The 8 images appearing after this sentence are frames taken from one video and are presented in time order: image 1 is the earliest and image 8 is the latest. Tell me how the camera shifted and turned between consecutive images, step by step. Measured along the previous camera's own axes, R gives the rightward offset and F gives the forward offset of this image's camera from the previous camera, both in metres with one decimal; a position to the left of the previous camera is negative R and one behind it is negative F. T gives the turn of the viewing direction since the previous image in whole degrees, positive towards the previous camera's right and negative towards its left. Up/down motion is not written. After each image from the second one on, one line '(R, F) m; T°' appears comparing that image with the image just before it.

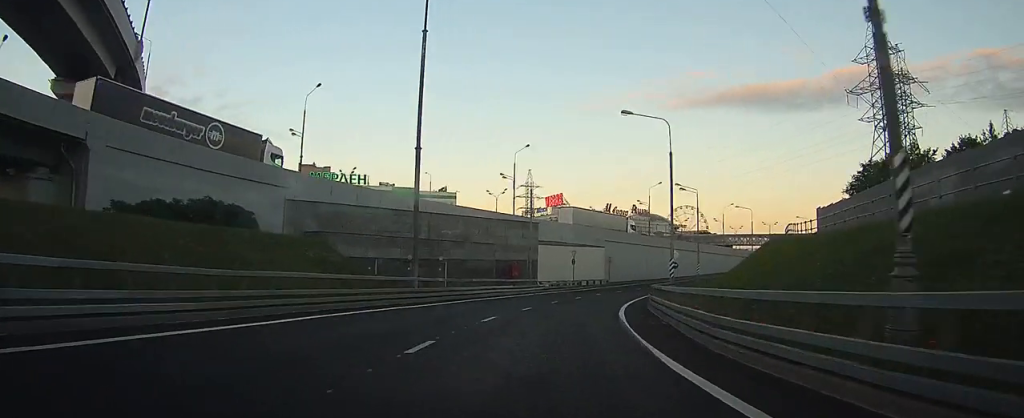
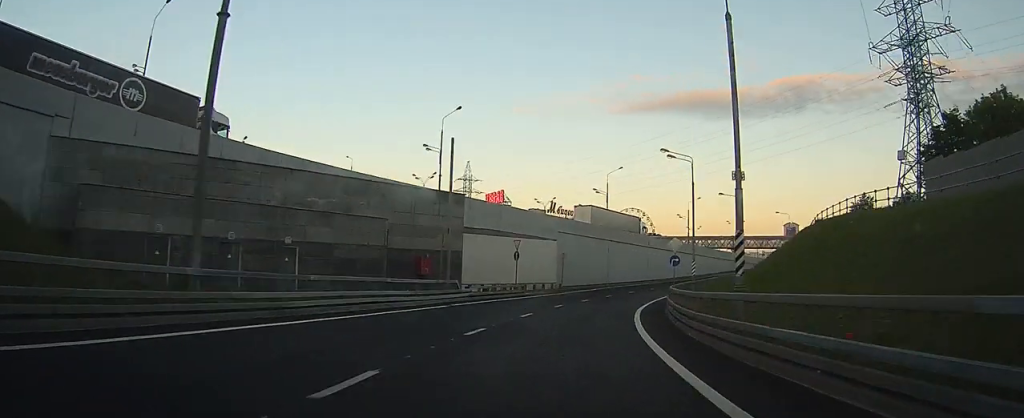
(+0.5, +19.2) m; +3°
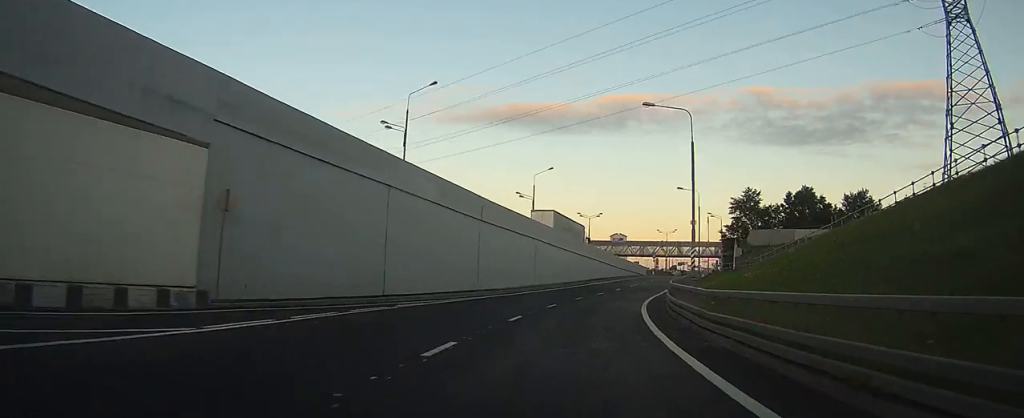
(+4.1, +42.7) m; +14°
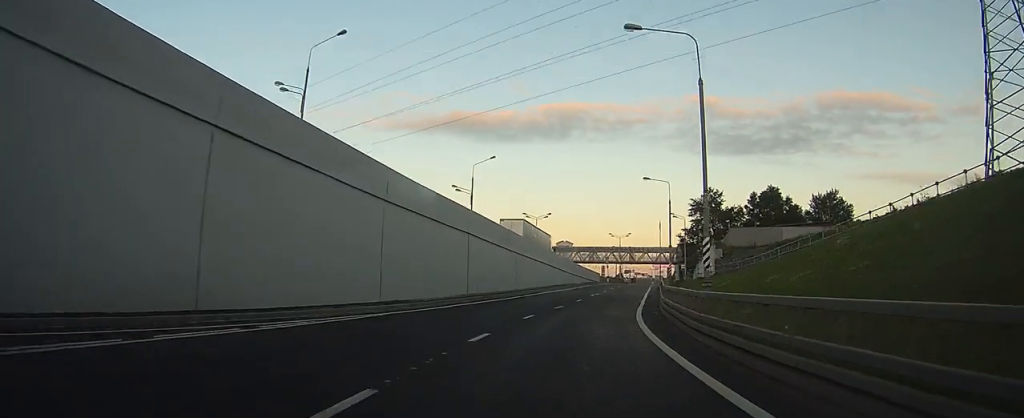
(+0.8, +12.4) m; +5°
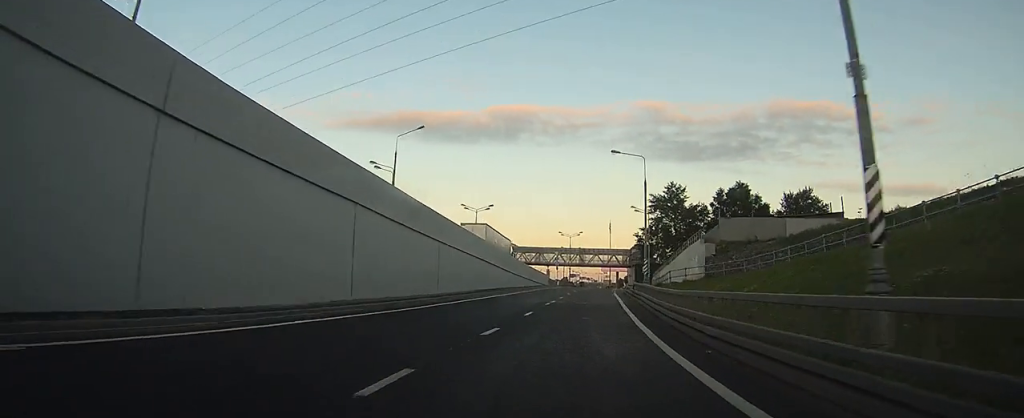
(+0.7, +14.4) m; +5°
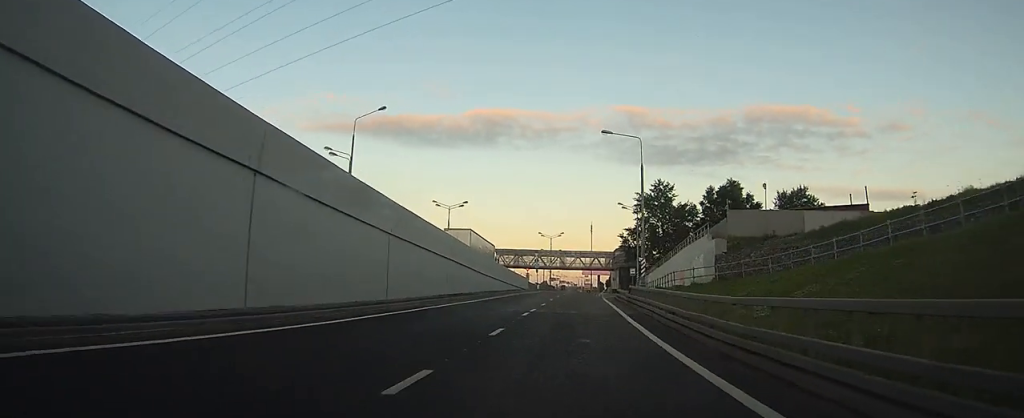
(+0.1, +7.6) m; +2°
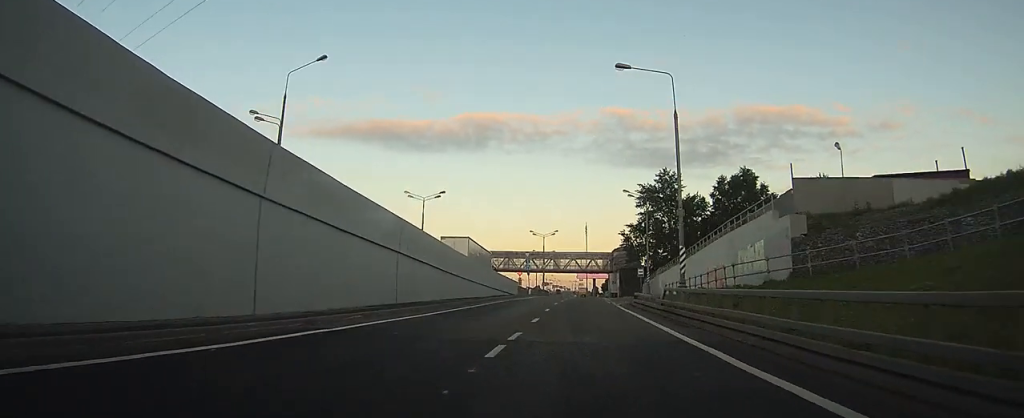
(+0.5, +12.9) m; +3°
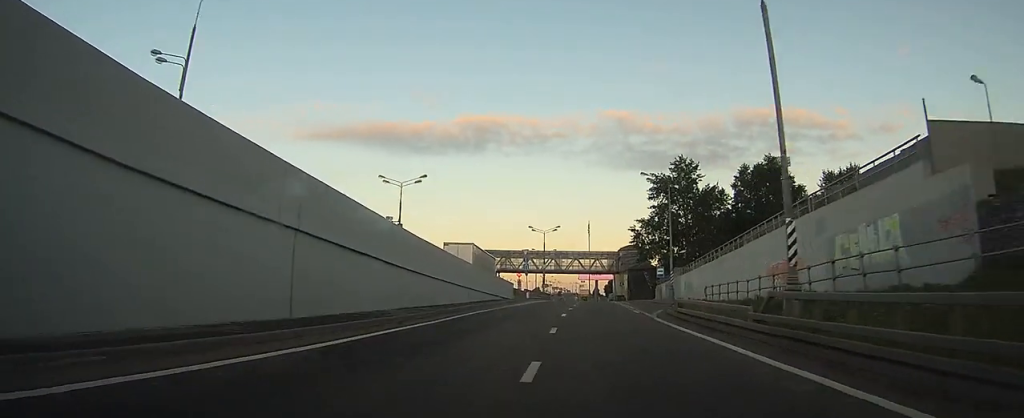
(+0.2, +11.8) m; +1°
